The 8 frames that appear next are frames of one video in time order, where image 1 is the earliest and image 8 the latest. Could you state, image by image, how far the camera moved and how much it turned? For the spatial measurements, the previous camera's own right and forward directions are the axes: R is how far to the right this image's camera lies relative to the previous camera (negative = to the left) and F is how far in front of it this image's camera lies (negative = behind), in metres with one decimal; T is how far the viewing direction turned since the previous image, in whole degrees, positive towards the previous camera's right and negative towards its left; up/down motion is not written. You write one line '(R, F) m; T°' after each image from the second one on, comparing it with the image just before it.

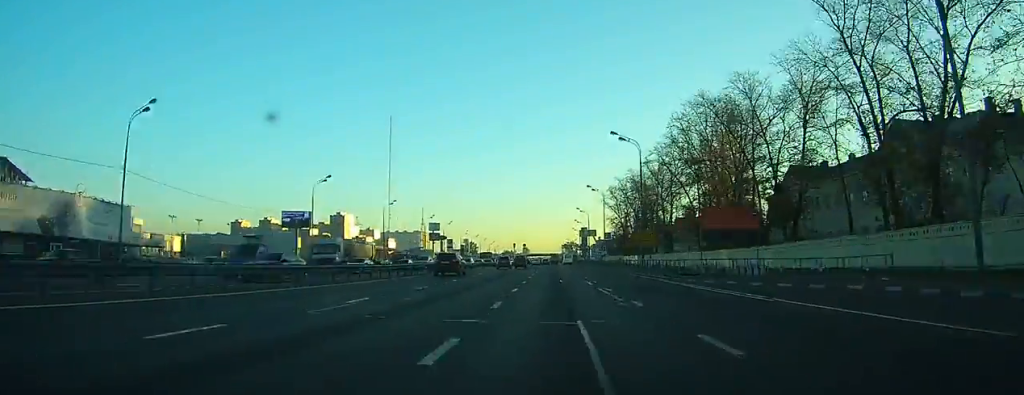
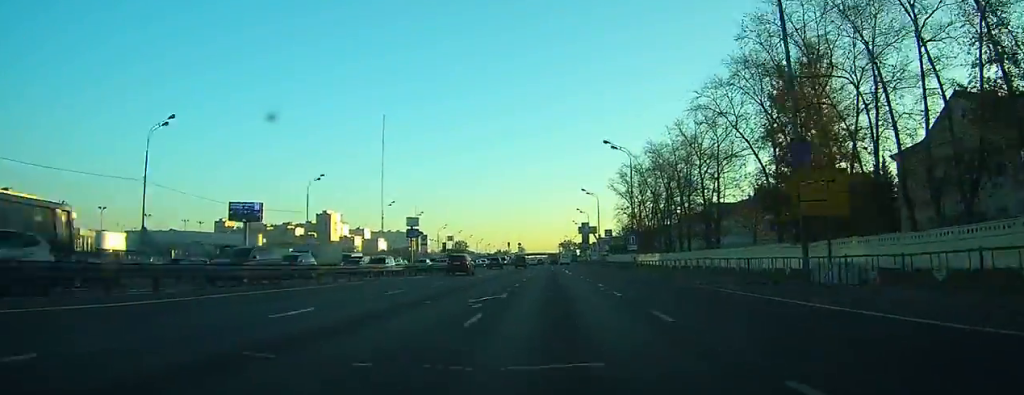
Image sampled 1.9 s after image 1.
(-0.1, +34.1) m; 0°
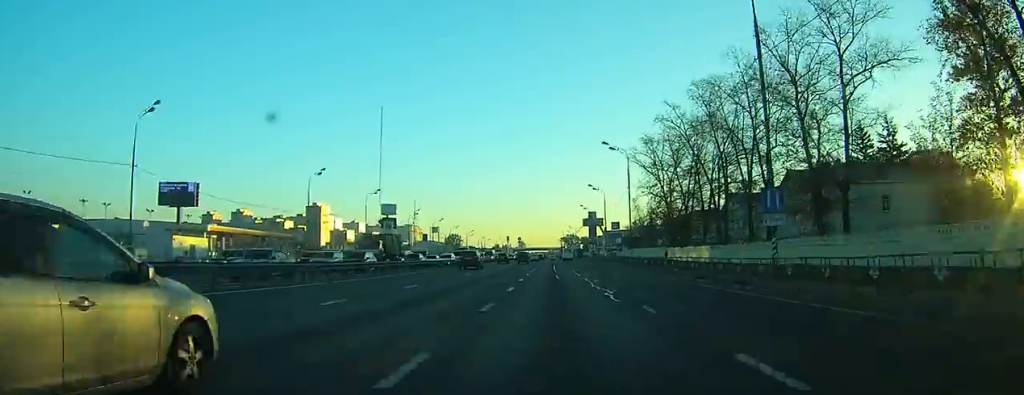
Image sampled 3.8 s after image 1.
(-0.2, +37.3) m; 0°
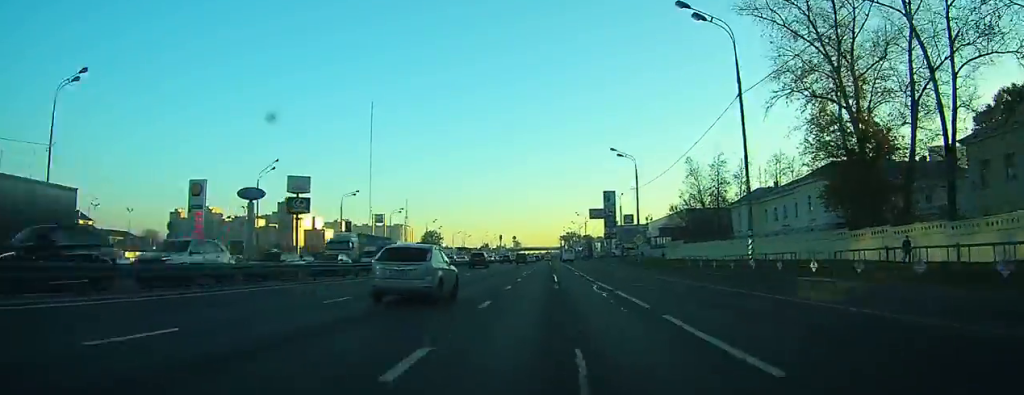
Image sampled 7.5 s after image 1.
(-0.4, +74.2) m; 0°
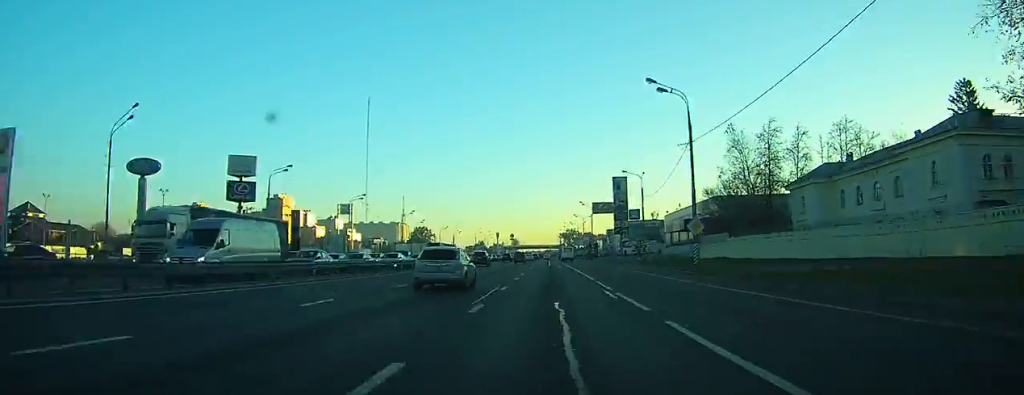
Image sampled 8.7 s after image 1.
(0.0, +26.7) m; 0°
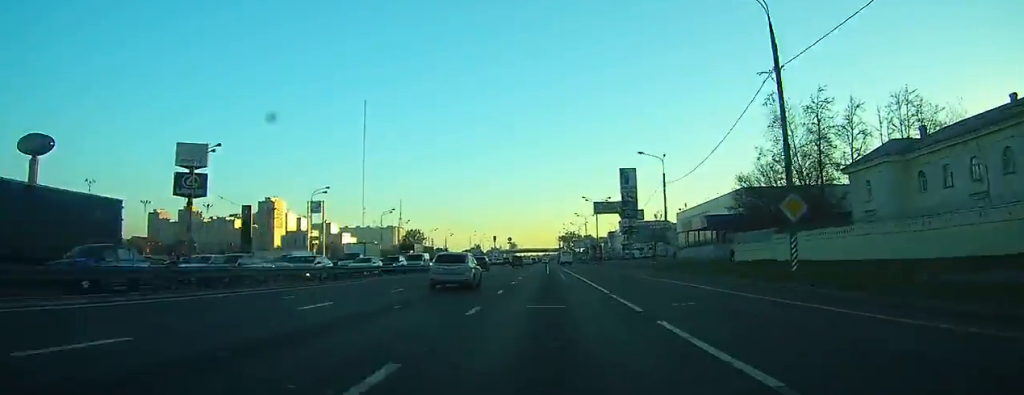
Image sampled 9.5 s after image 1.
(+0.1, +16.7) m; 0°
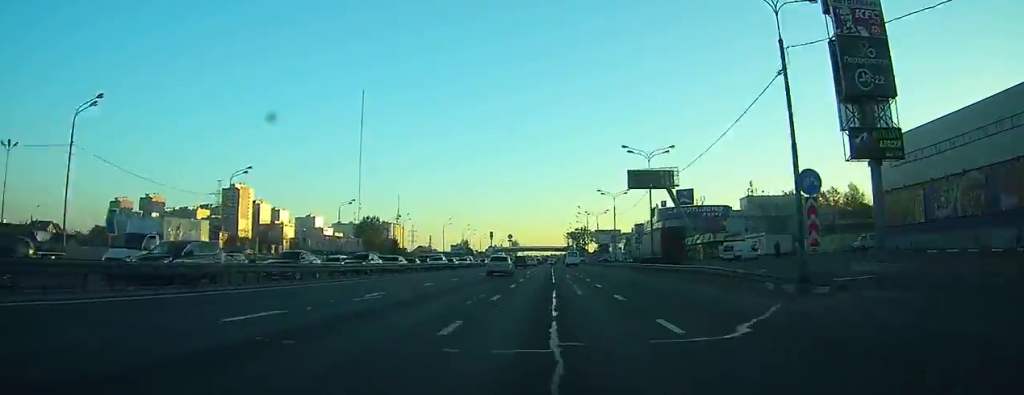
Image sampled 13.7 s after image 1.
(-0.8, +81.2) m; 0°
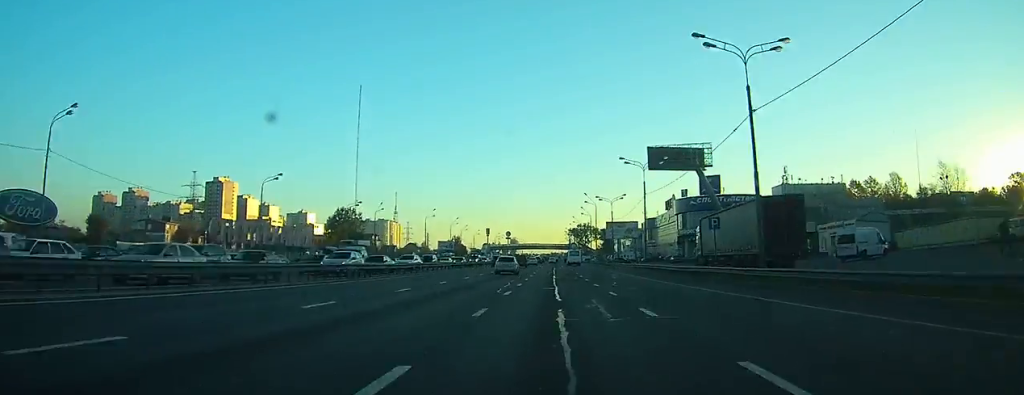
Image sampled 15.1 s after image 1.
(0.0, +25.9) m; 0°
